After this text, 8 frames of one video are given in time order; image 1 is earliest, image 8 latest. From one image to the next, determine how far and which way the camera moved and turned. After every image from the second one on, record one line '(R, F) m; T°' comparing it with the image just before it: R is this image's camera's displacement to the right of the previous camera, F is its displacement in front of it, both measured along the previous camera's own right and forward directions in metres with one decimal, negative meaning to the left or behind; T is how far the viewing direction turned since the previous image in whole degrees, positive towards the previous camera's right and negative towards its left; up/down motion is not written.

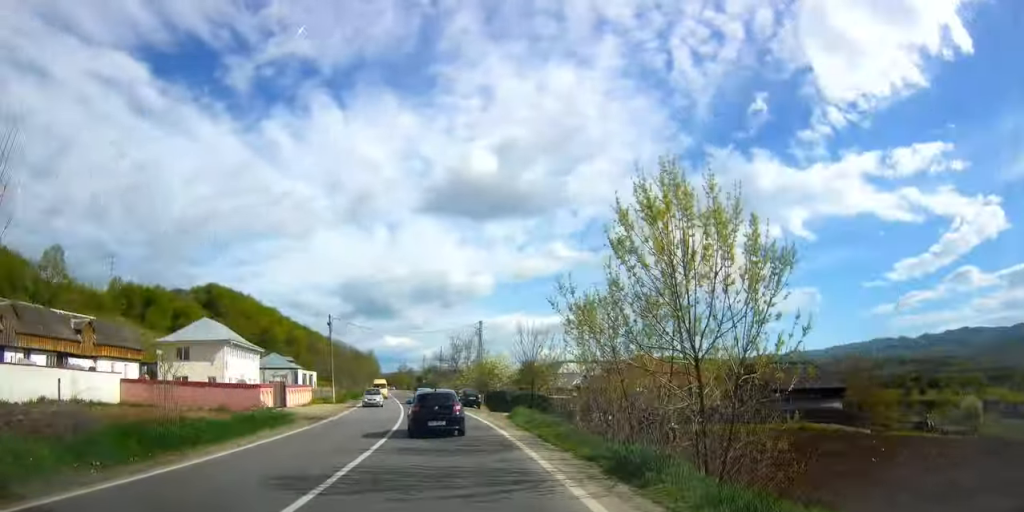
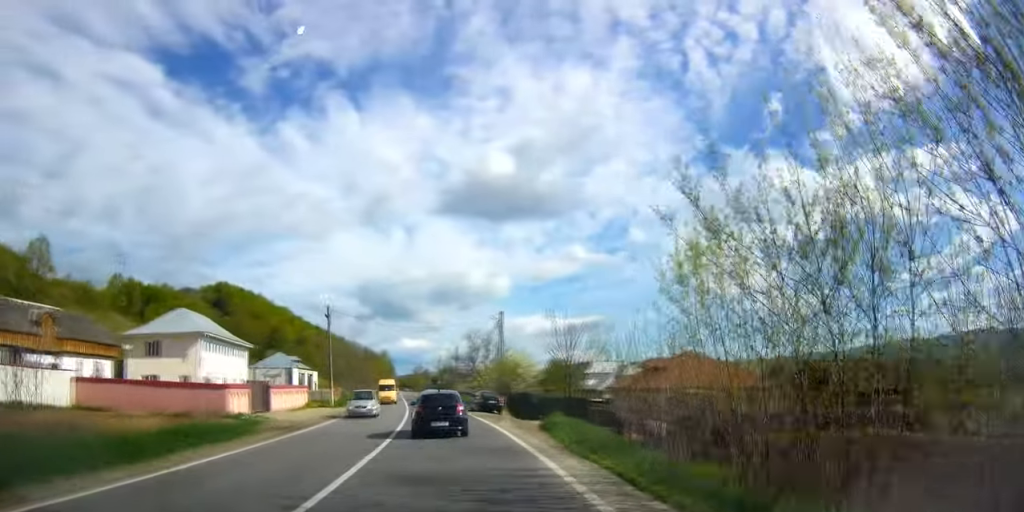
(-0.1, +7.3) m; -1°
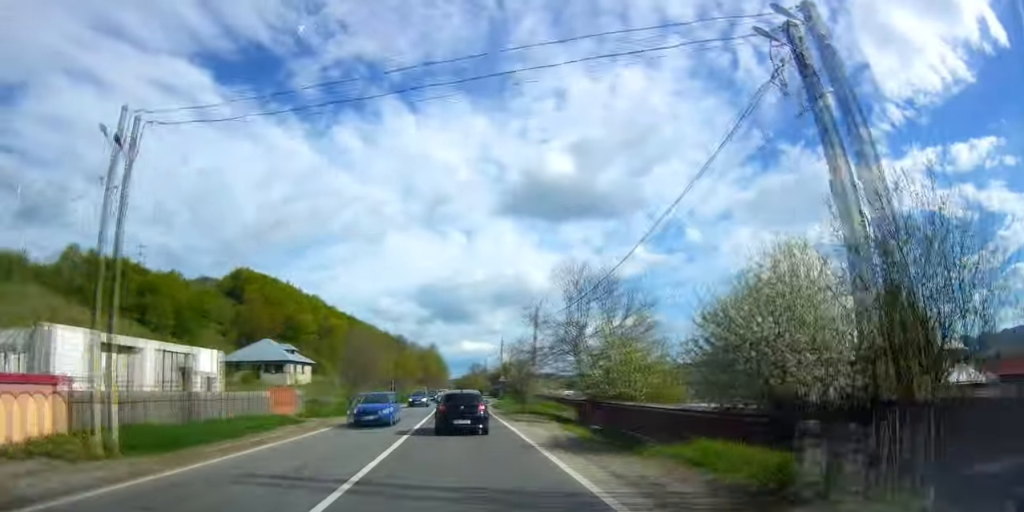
(-2.8, +36.7) m; -8°
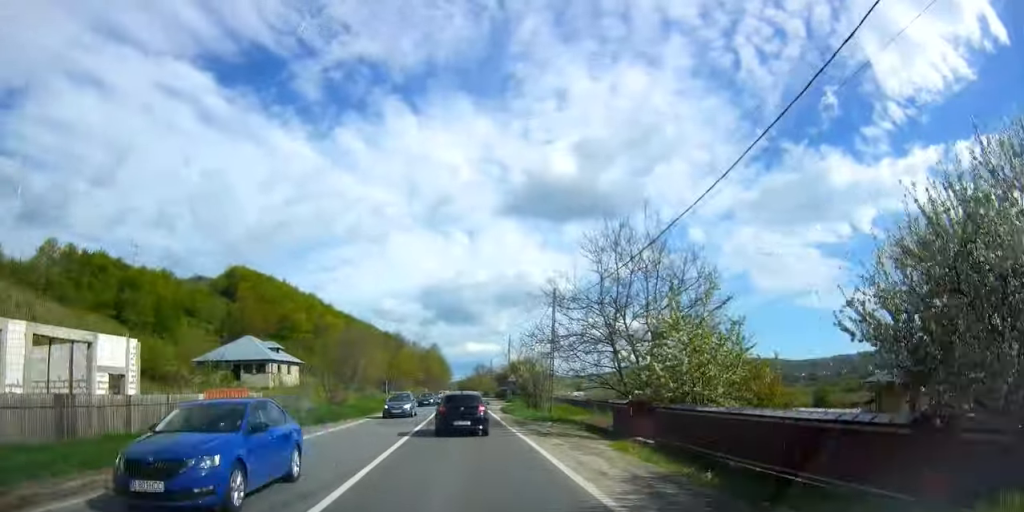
(-0.1, +8.3) m; -1°
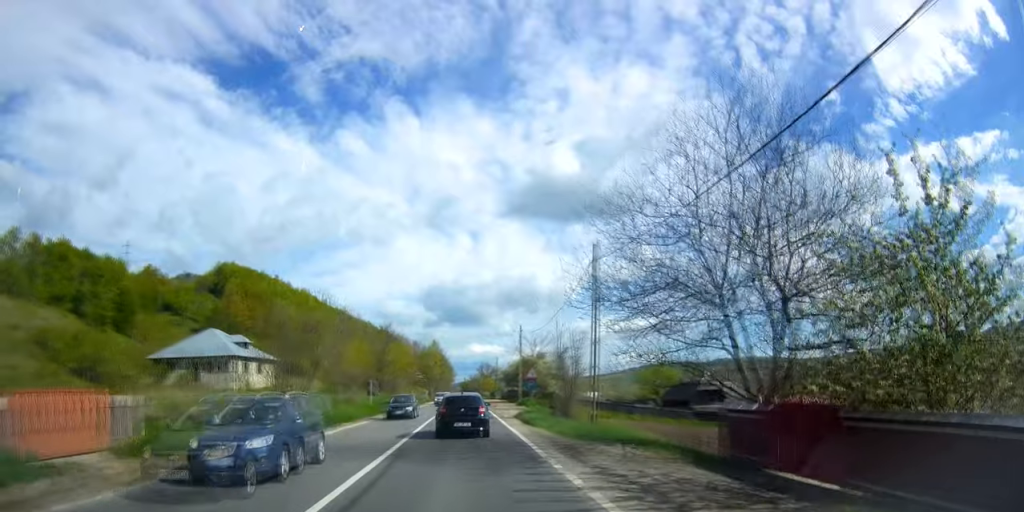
(0.0, +12.3) m; -1°
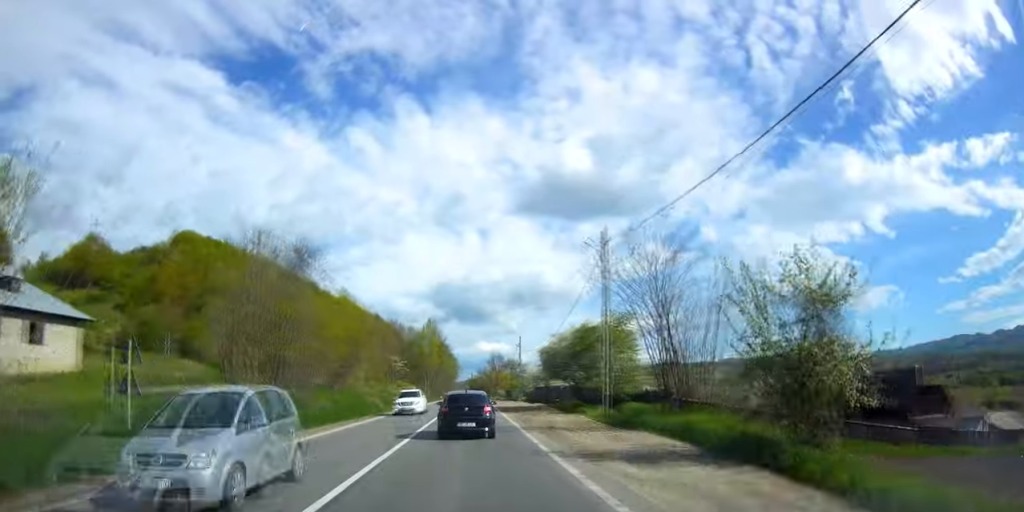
(-1.7, +42.3) m; -3°
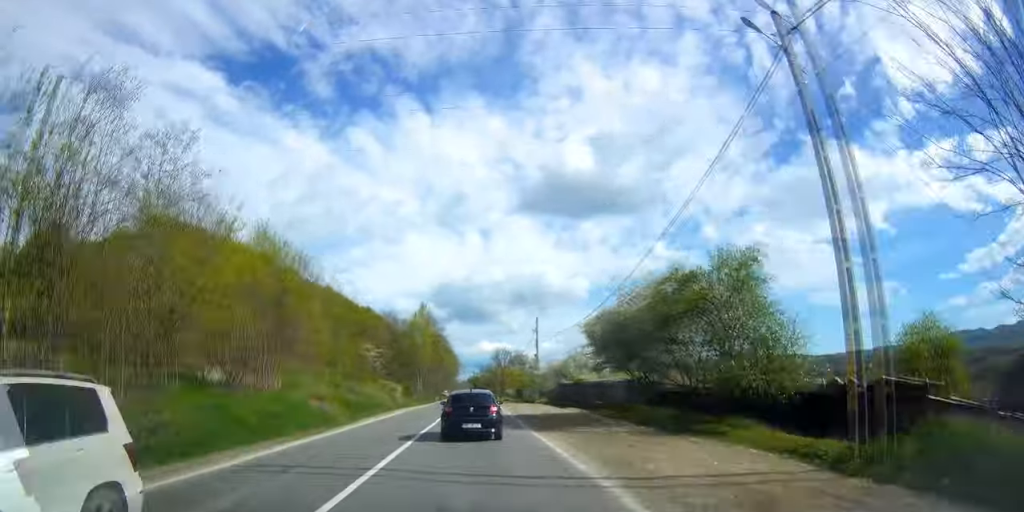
(0.0, +18.7) m; 0°
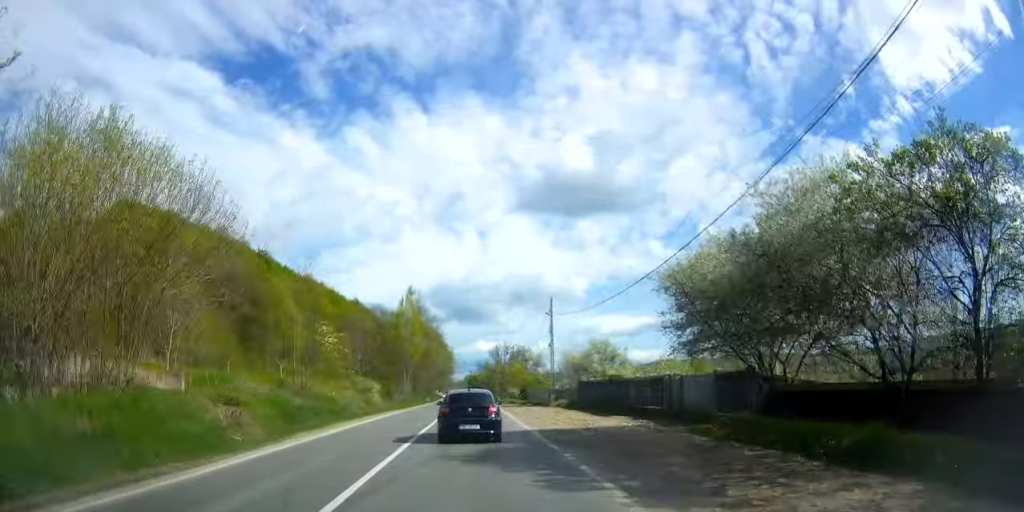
(0.0, +11.8) m; +1°
